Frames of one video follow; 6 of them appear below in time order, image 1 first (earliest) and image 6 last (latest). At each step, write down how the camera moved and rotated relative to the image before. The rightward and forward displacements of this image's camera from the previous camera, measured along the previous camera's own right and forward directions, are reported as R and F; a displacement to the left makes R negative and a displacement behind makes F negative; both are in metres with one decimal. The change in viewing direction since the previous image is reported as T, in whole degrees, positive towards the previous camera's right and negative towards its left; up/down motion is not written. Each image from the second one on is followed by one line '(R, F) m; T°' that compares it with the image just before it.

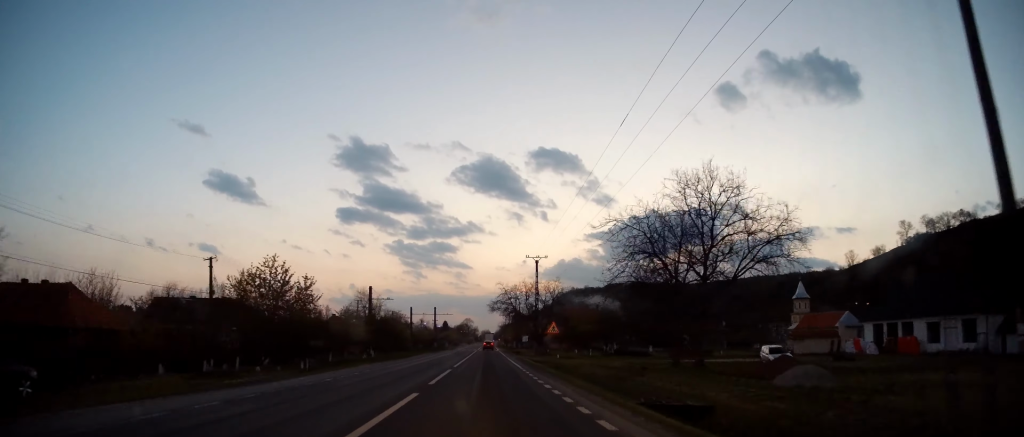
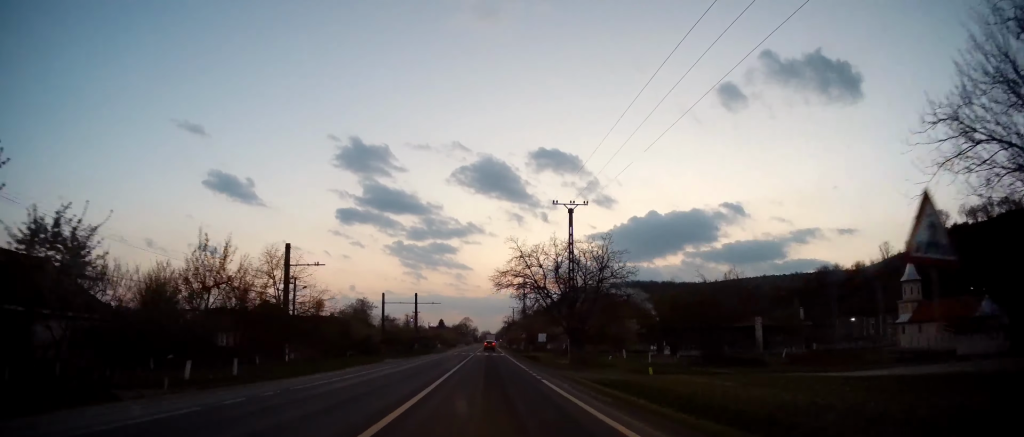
(0.0, +27.1) m; 0°
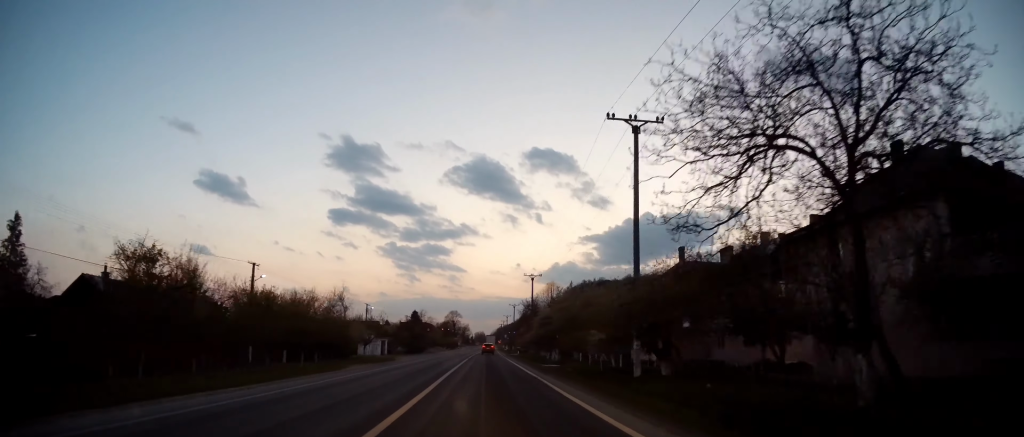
(+0.3, +81.4) m; +1°
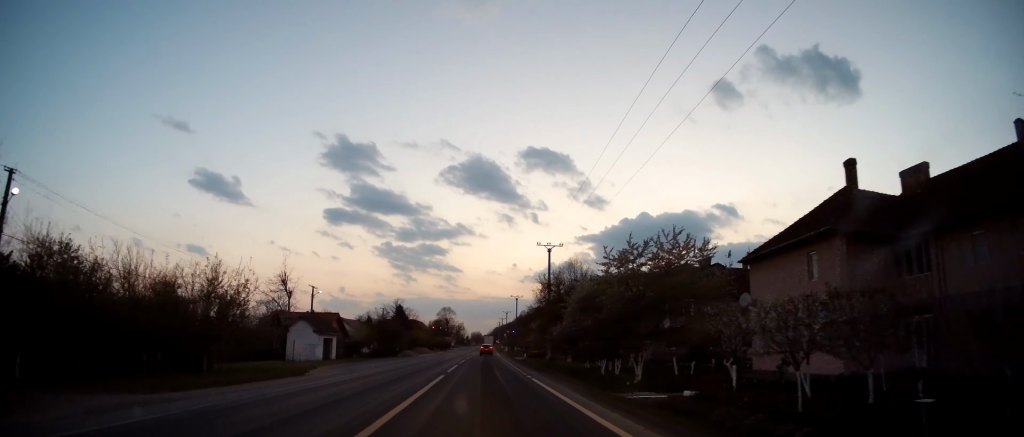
(+0.3, +26.0) m; 0°
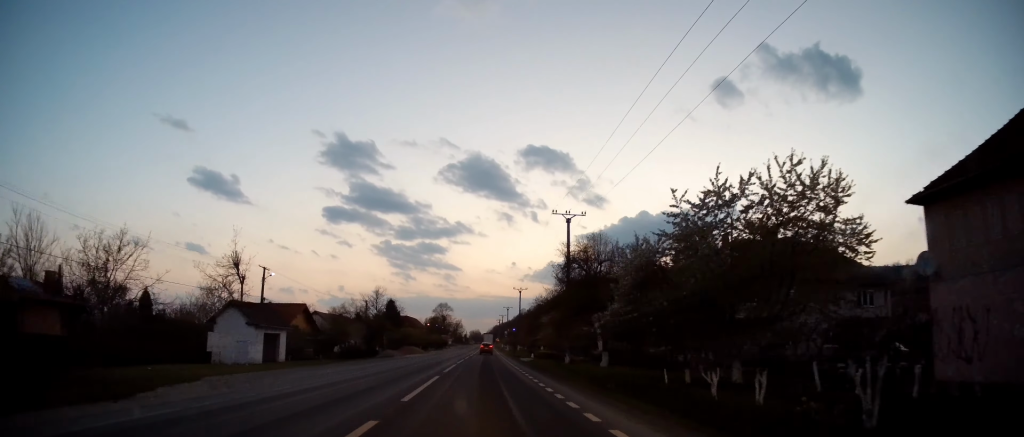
(-0.2, +13.7) m; -1°
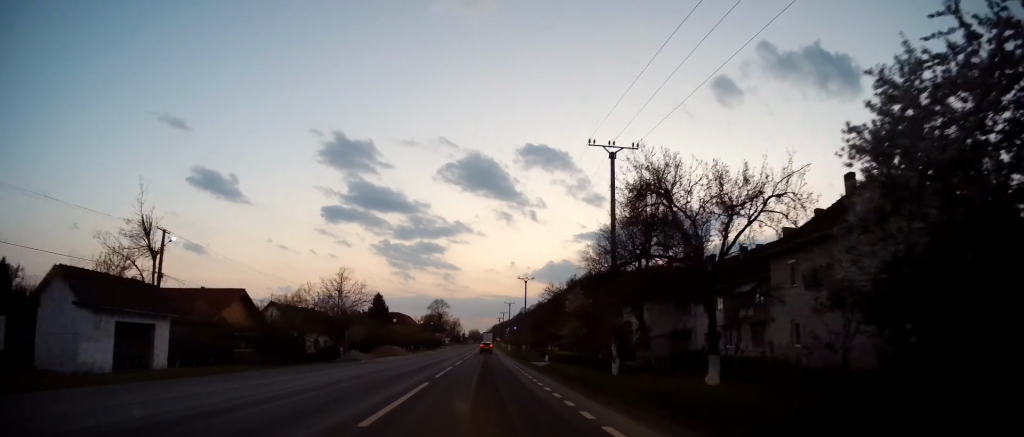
(-0.1, +16.0) m; 0°
